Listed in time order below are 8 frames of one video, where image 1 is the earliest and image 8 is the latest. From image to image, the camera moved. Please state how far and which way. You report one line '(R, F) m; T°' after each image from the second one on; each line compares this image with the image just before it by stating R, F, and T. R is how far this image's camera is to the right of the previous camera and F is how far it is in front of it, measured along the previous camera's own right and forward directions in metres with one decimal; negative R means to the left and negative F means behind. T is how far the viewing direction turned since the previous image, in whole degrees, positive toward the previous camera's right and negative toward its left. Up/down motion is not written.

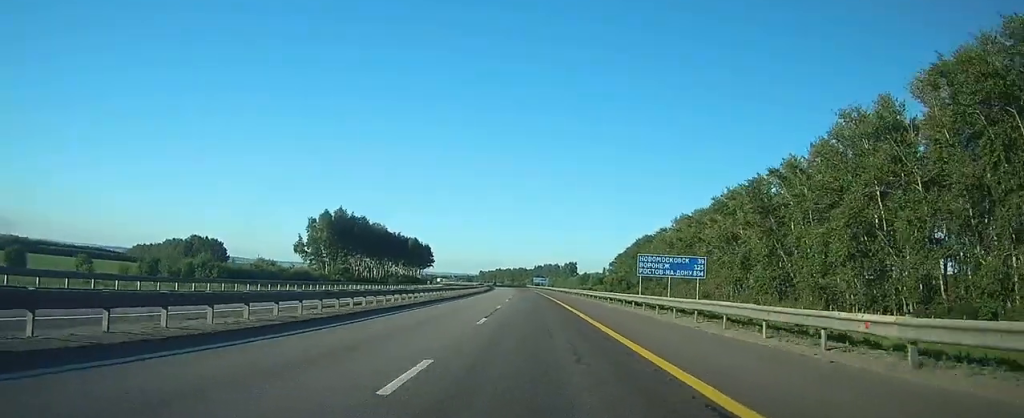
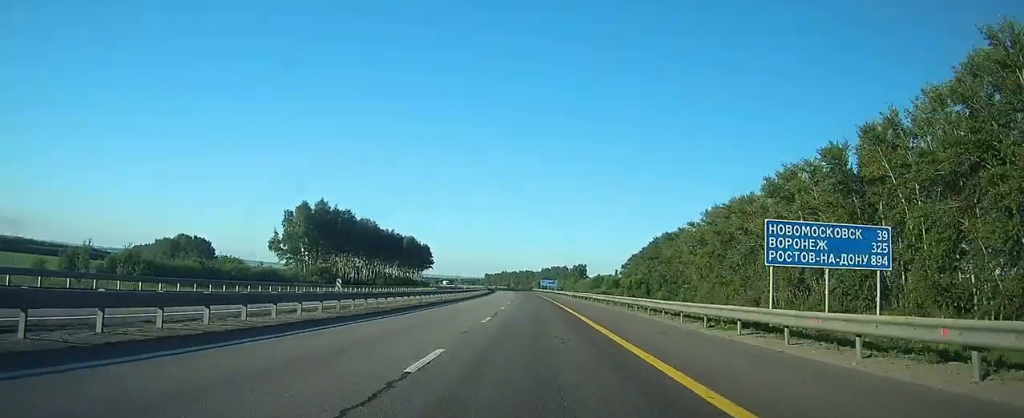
(-0.1, +22.0) m; -1°
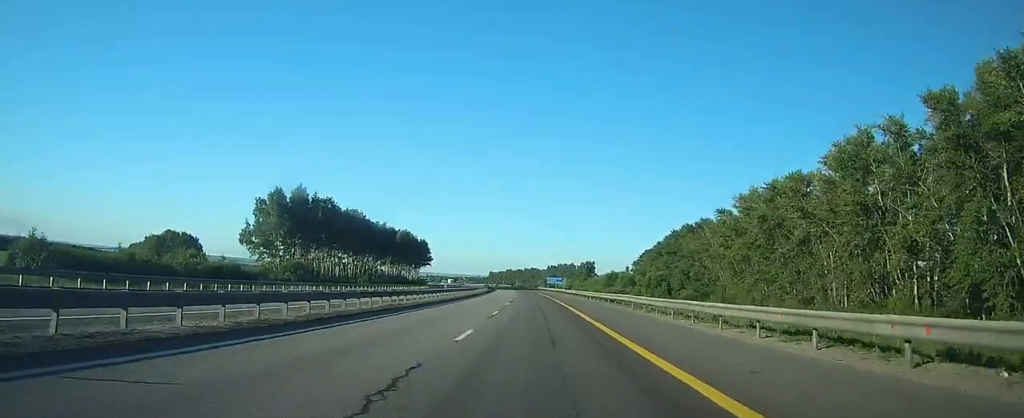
(-0.1, +19.2) m; -1°
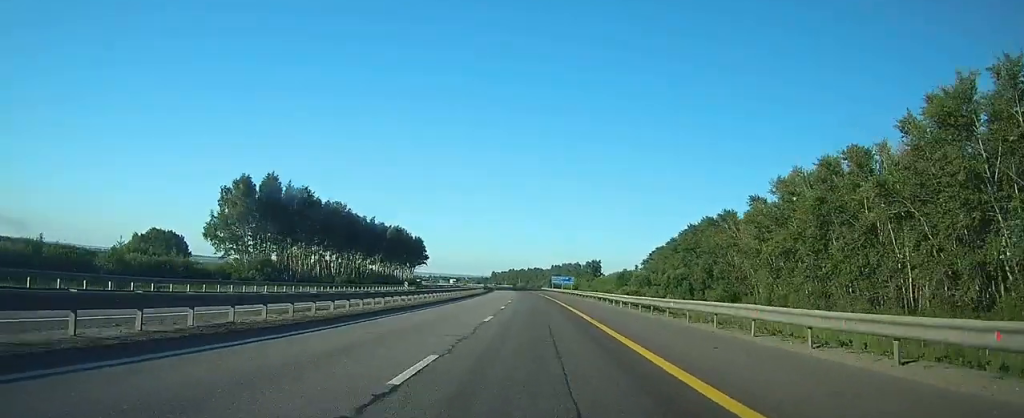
(-0.1, +17.4) m; -1°
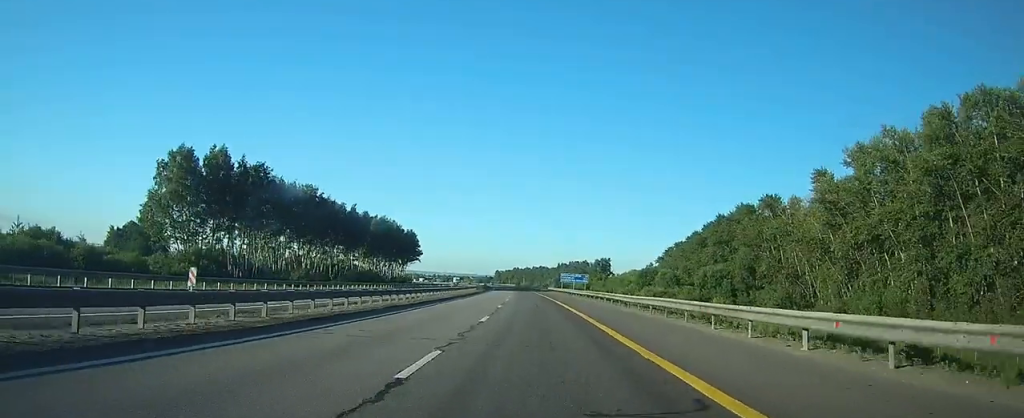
(-0.1, +23.9) m; -1°
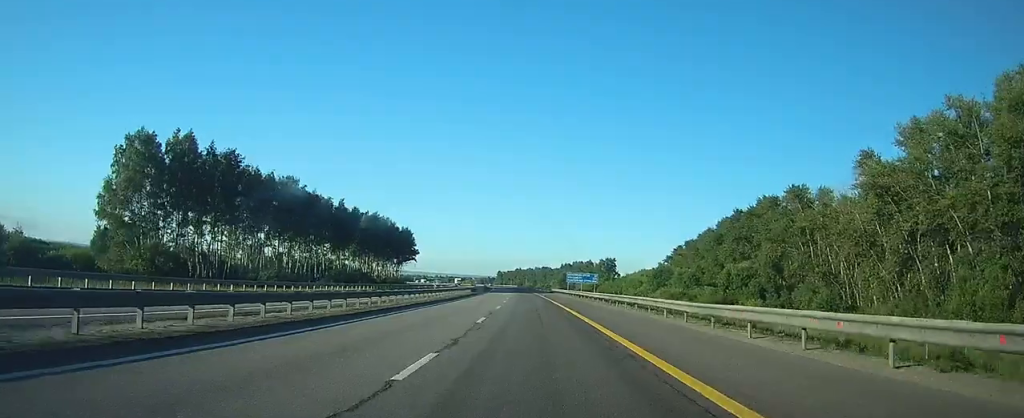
(-0.1, +11.9) m; 0°
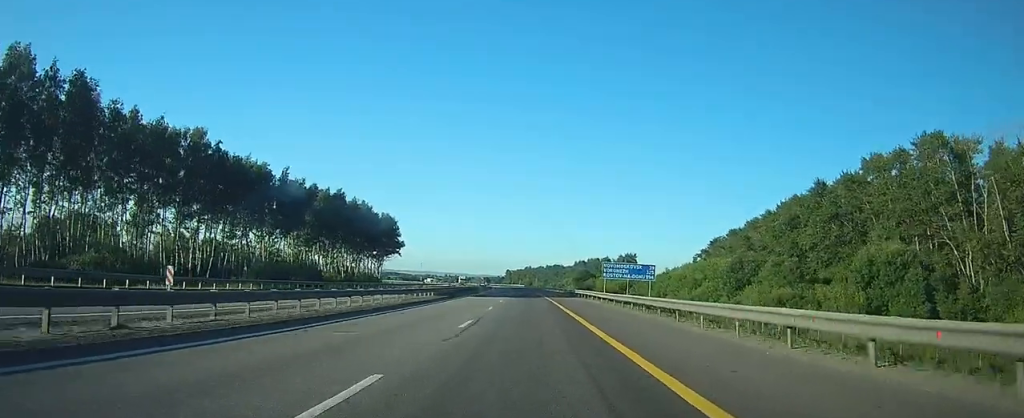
(-0.3, +38.5) m; -1°
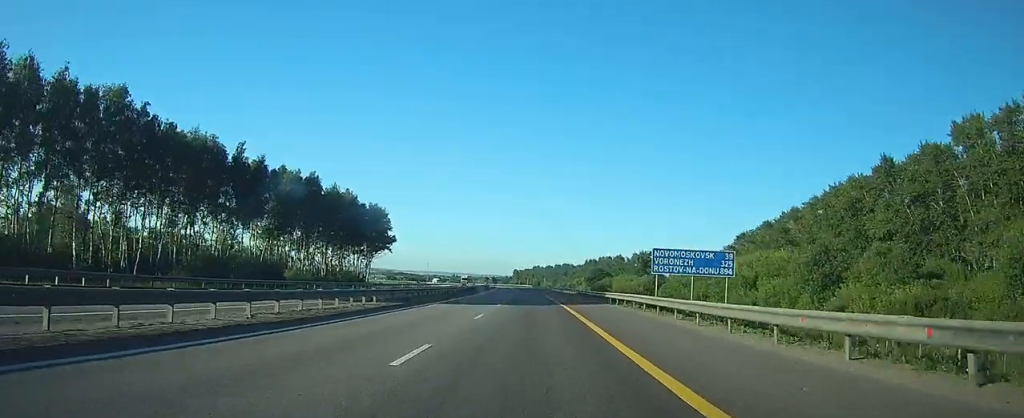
(-0.2, +20.1) m; -1°
